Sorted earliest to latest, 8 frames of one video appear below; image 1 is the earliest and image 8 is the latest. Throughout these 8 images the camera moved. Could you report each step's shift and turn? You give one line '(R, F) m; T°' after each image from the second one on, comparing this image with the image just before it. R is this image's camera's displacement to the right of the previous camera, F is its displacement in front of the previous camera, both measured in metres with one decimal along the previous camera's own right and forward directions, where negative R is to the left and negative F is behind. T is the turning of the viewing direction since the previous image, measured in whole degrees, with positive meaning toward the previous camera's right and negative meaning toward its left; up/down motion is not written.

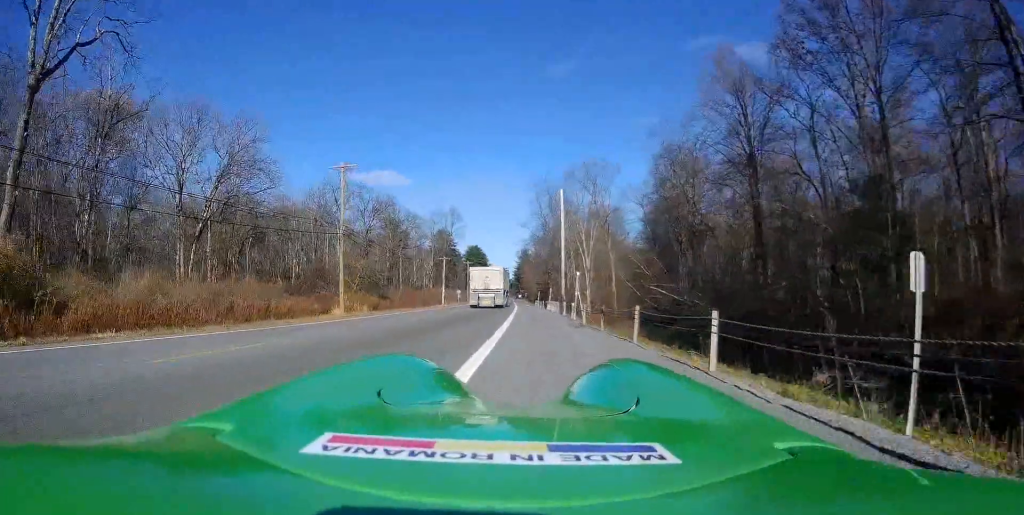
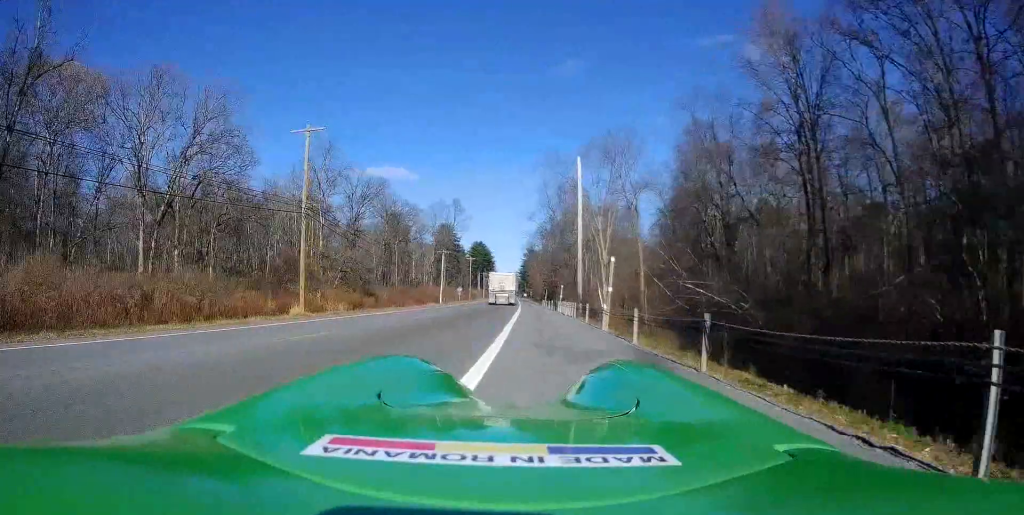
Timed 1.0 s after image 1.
(-0.3, +9.3) m; -2°
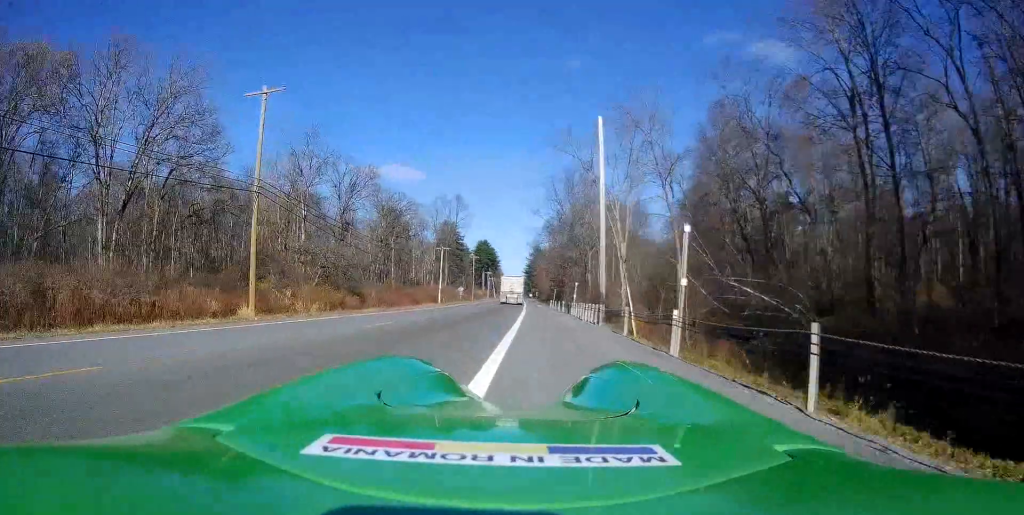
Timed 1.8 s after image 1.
(0.0, +7.8) m; 0°
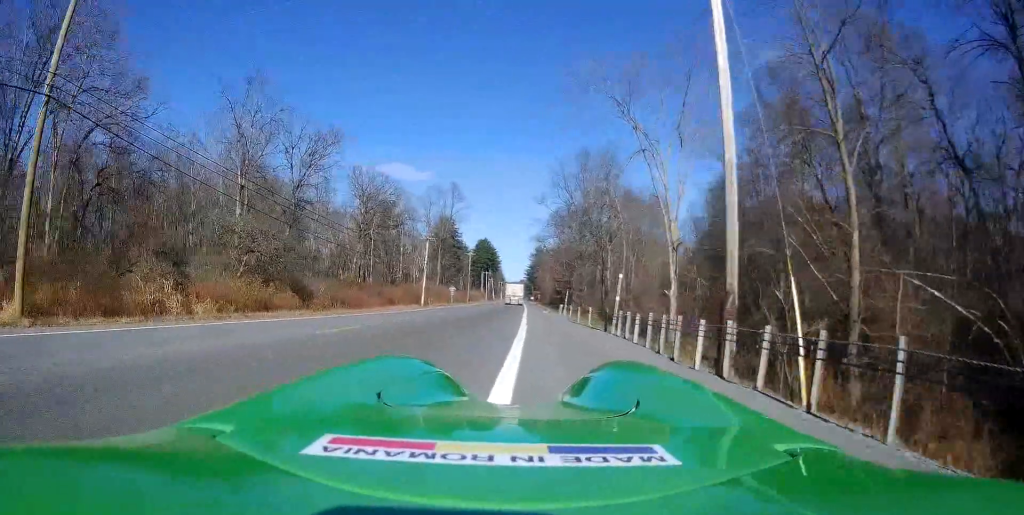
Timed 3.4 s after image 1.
(+0.3, +13.2) m; +2°
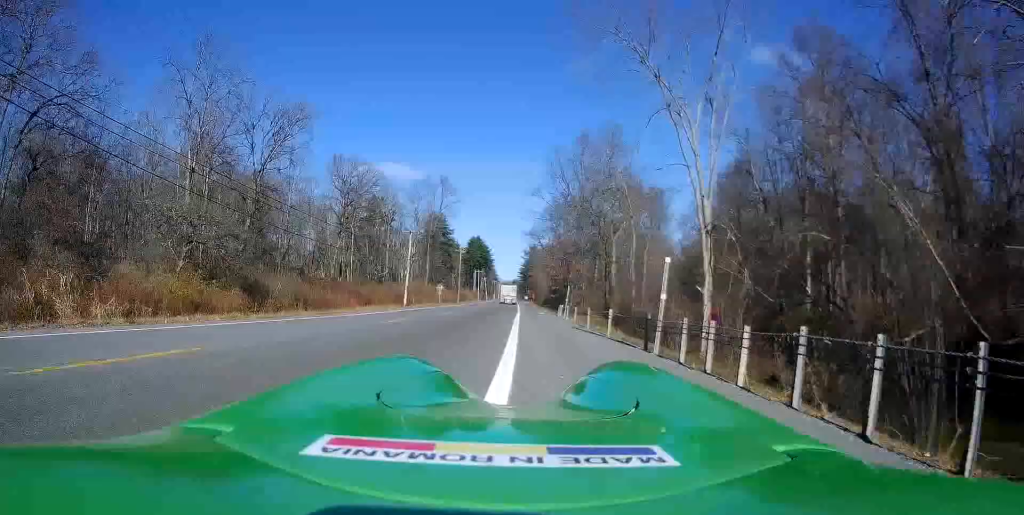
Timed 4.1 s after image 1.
(0.0, +5.7) m; 0°
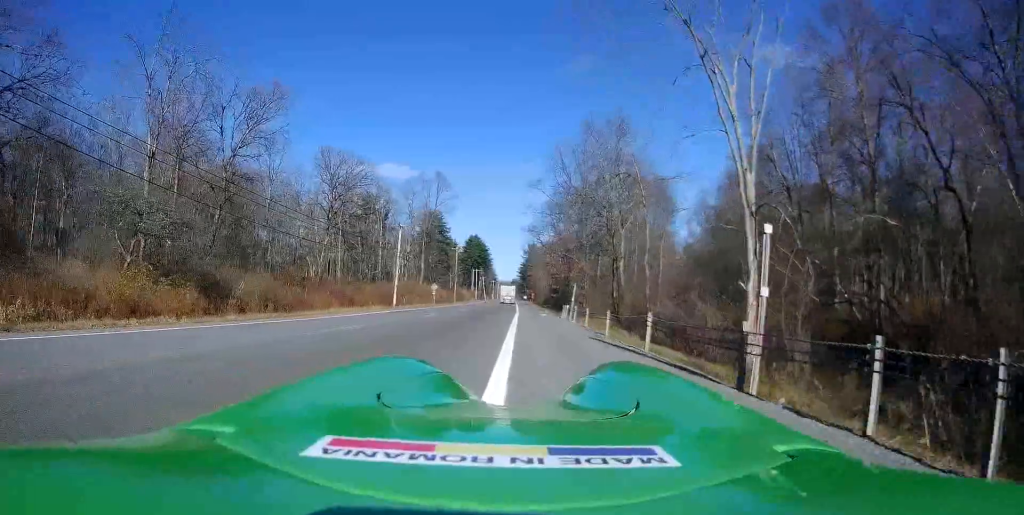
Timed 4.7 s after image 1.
(0.0, +5.5) m; -1°
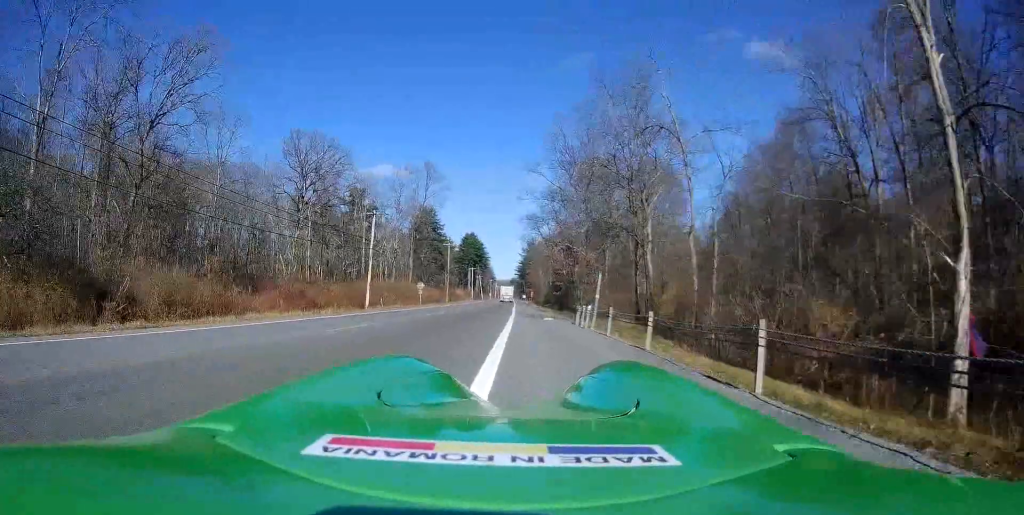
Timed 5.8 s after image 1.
(-0.2, +11.1) m; -2°
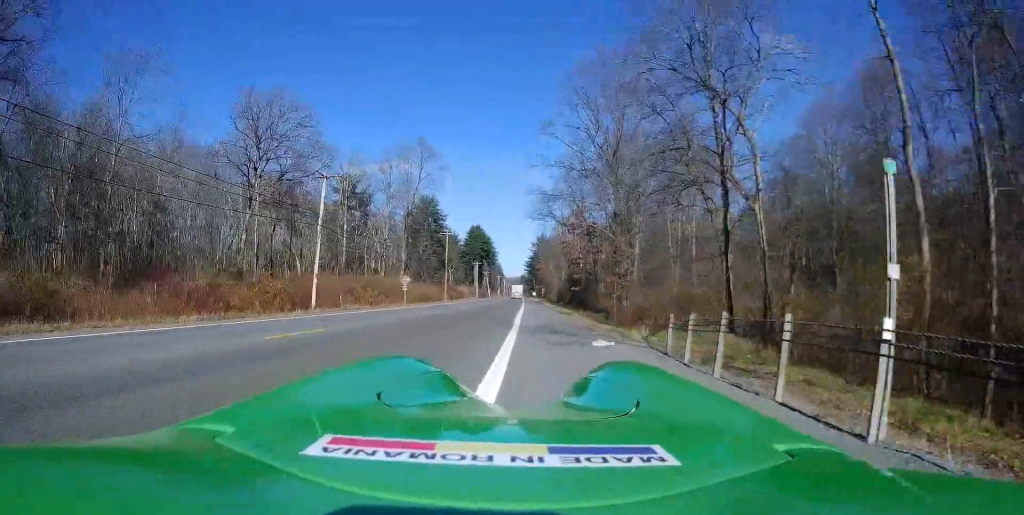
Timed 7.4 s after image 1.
(0.0, +16.3) m; +1°
